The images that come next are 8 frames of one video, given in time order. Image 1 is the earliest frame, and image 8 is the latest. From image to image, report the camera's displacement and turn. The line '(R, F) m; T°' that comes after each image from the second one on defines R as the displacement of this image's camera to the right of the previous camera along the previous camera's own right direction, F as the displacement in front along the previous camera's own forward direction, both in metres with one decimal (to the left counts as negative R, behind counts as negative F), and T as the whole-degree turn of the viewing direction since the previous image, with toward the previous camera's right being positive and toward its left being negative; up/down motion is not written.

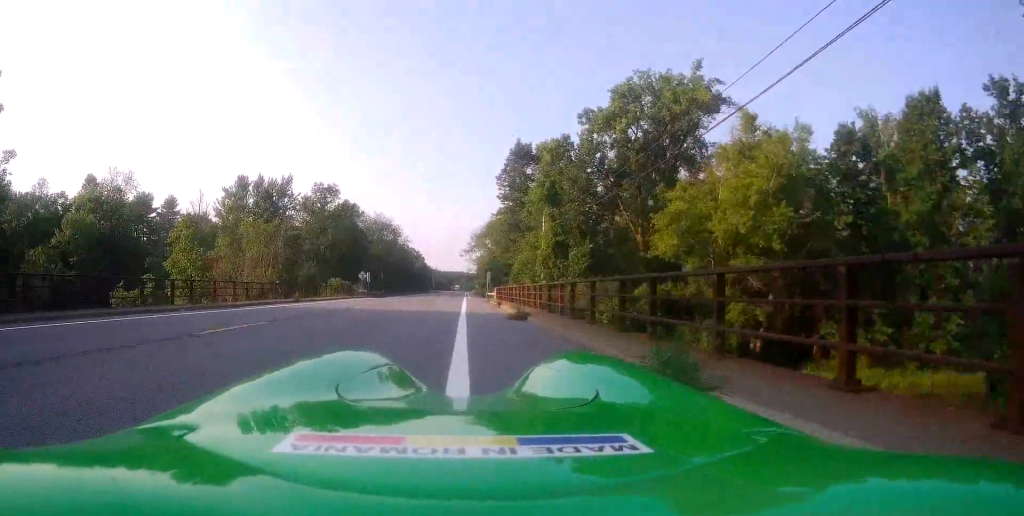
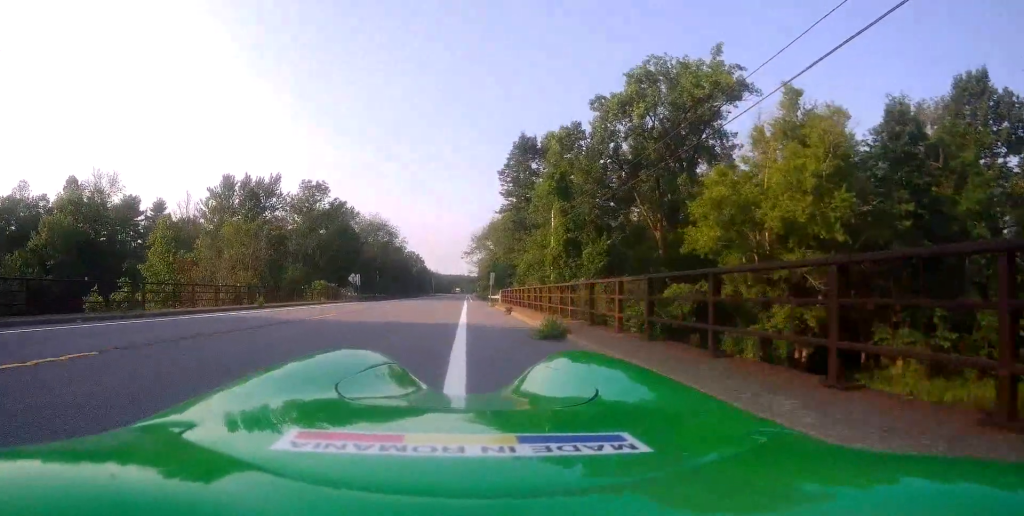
(+0.5, +5.7) m; -1°
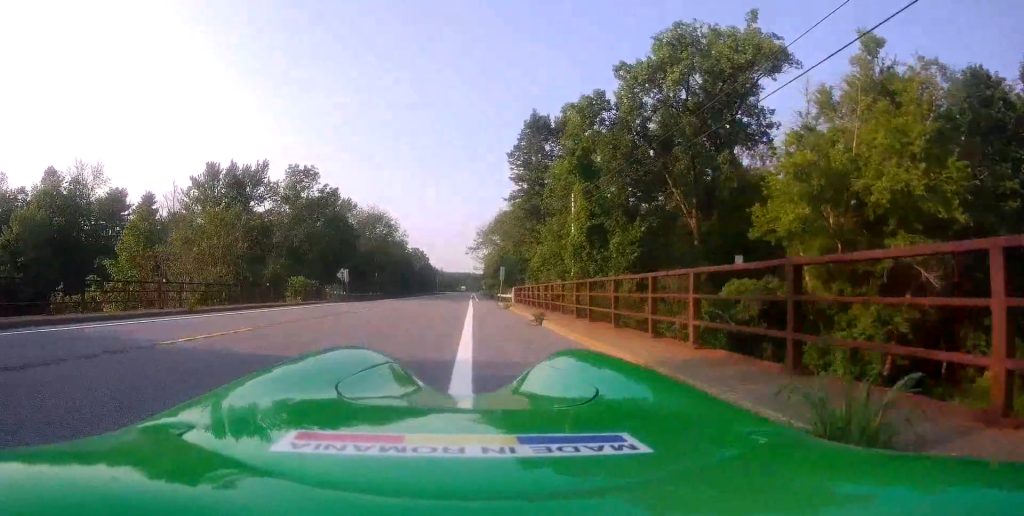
(-0.5, +7.6) m; -2°
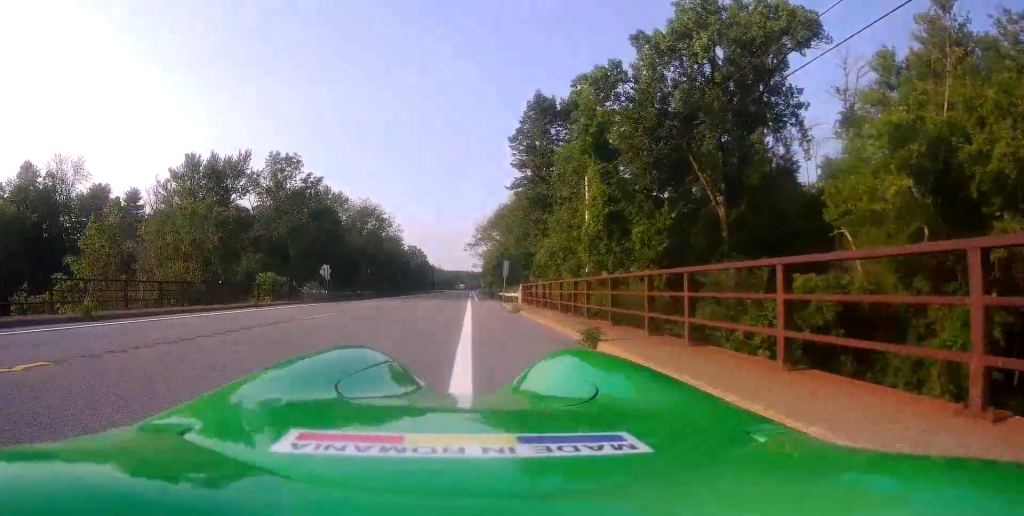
(-0.3, +5.5) m; -1°
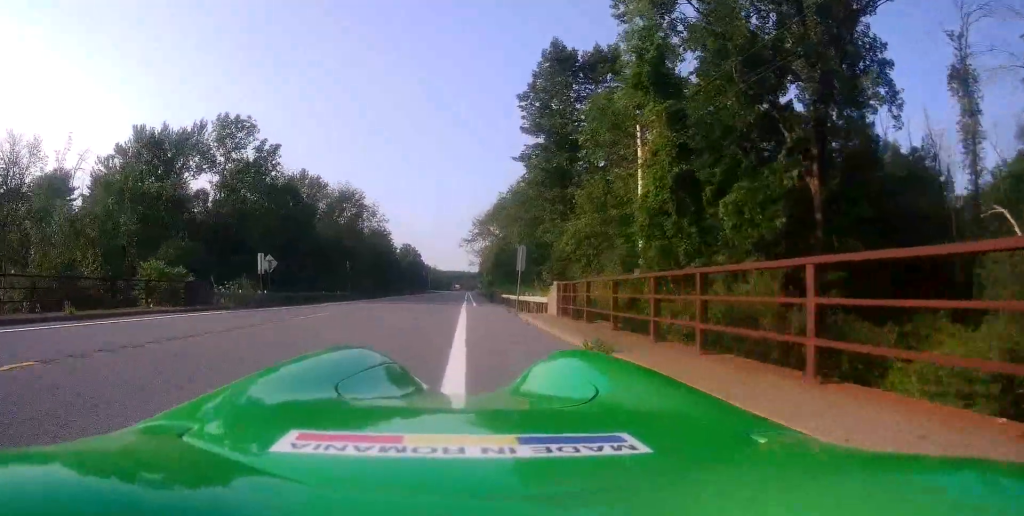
(+0.6, +12.0) m; +1°
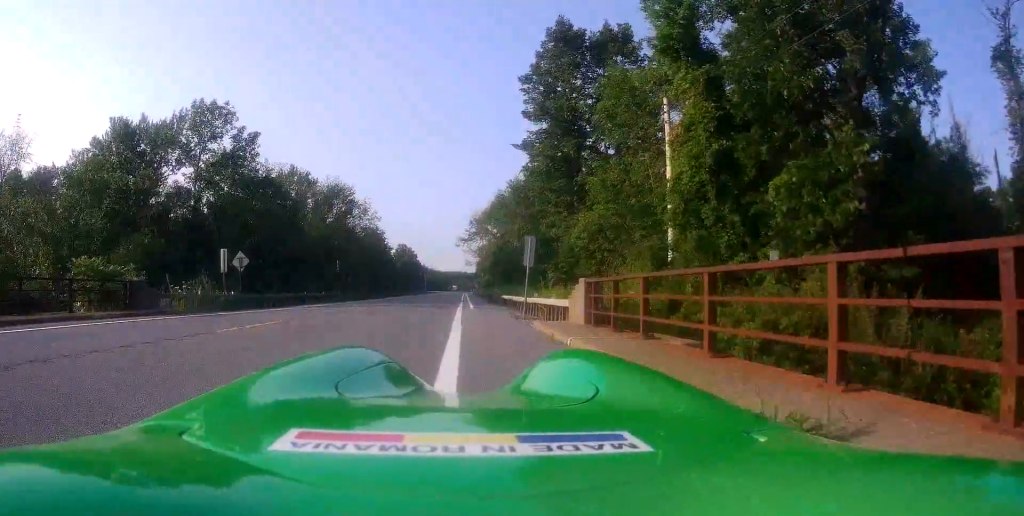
(-0.1, +4.3) m; -1°
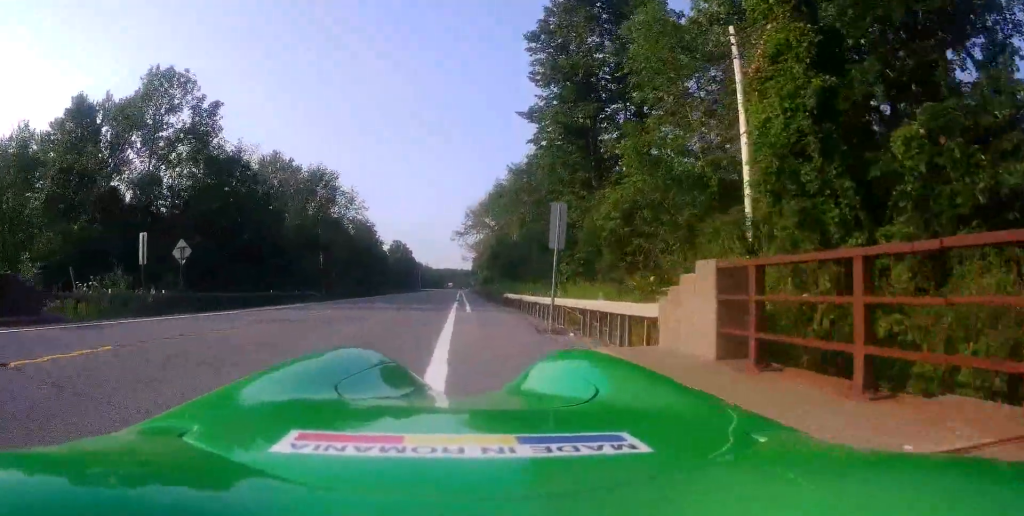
(-0.1, +6.1) m; +1°
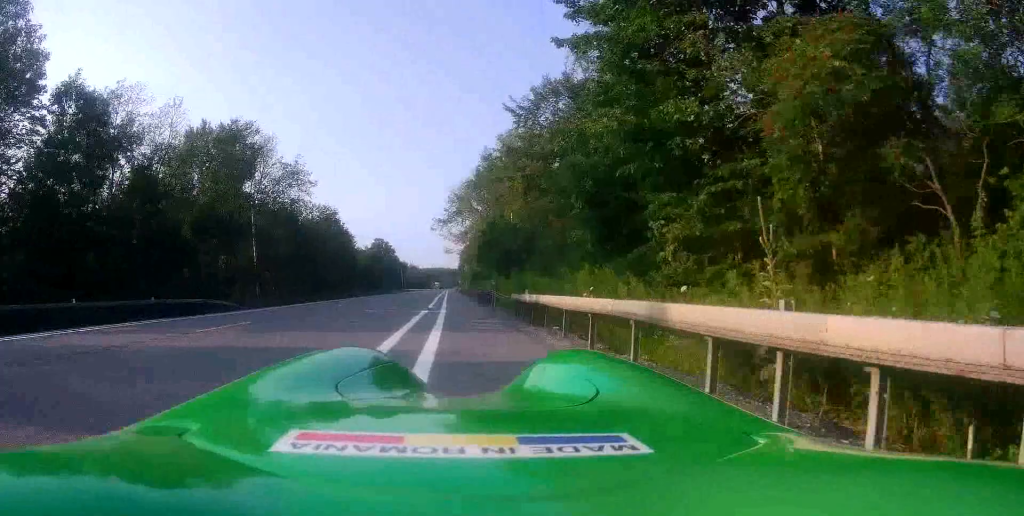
(+0.3, +16.7) m; 0°
